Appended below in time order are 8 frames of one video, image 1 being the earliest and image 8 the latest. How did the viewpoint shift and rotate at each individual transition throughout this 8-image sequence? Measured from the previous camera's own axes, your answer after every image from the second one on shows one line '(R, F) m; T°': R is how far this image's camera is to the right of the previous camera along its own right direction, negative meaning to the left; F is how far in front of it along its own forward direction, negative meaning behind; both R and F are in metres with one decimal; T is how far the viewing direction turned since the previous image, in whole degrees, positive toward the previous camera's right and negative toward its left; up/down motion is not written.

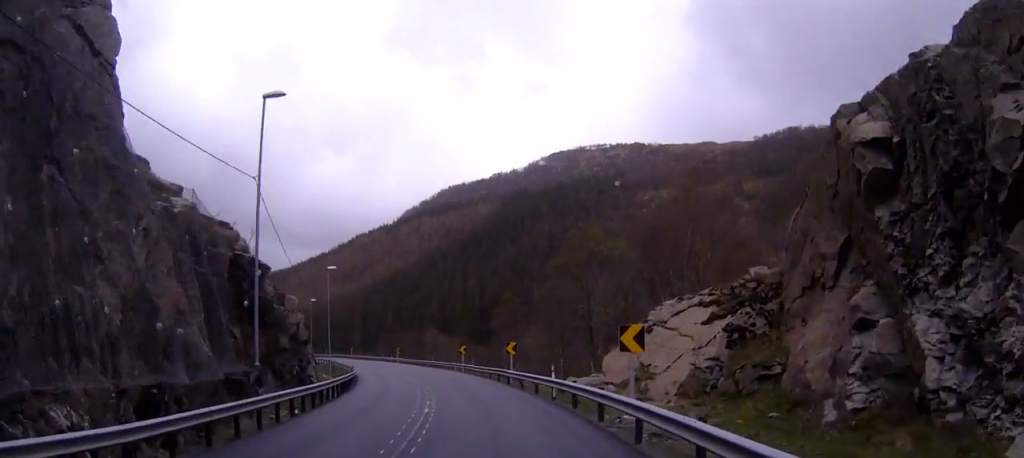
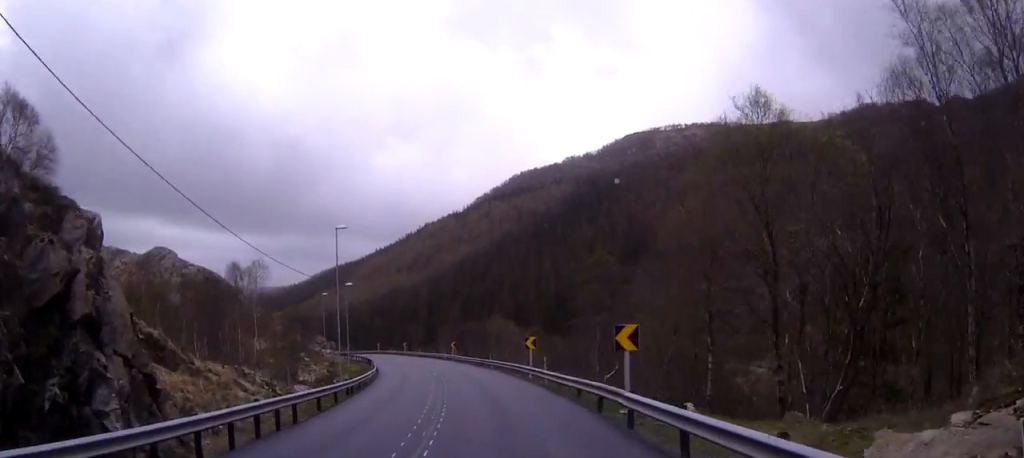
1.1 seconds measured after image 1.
(-1.1, +22.4) m; -5°
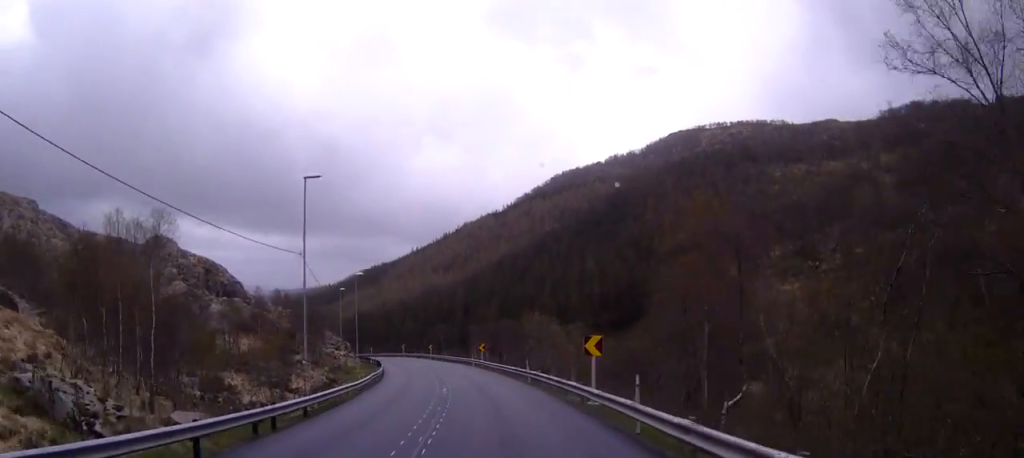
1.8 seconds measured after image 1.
(-0.5, +16.1) m; -3°
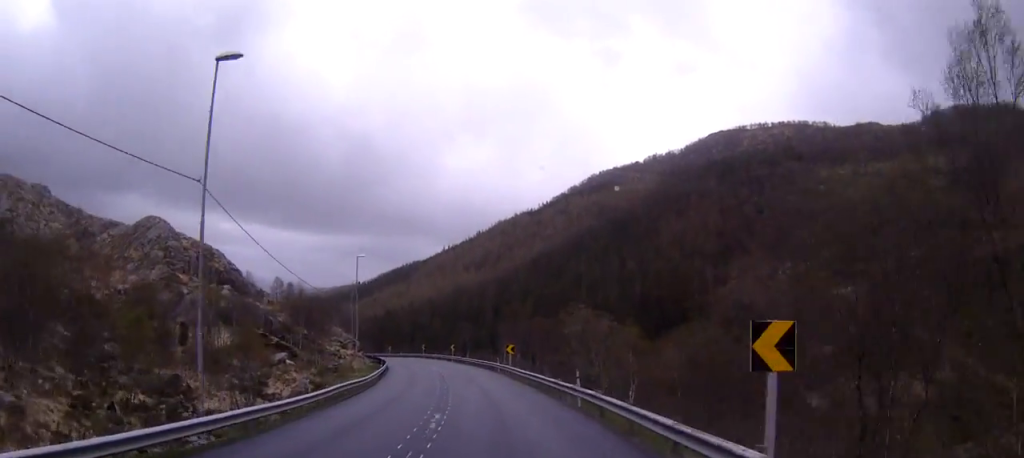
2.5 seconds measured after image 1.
(+0.1, +14.8) m; -4°
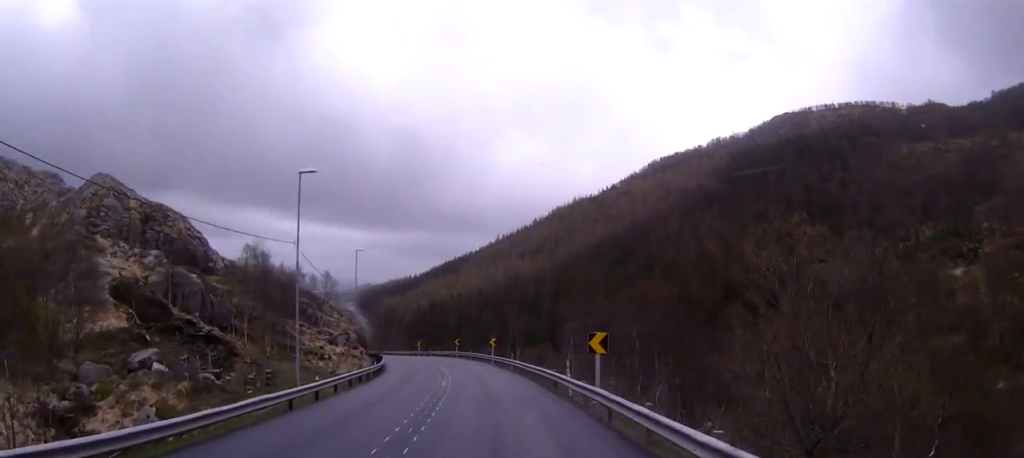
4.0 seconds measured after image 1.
(-2.7, +30.4) m; -7°
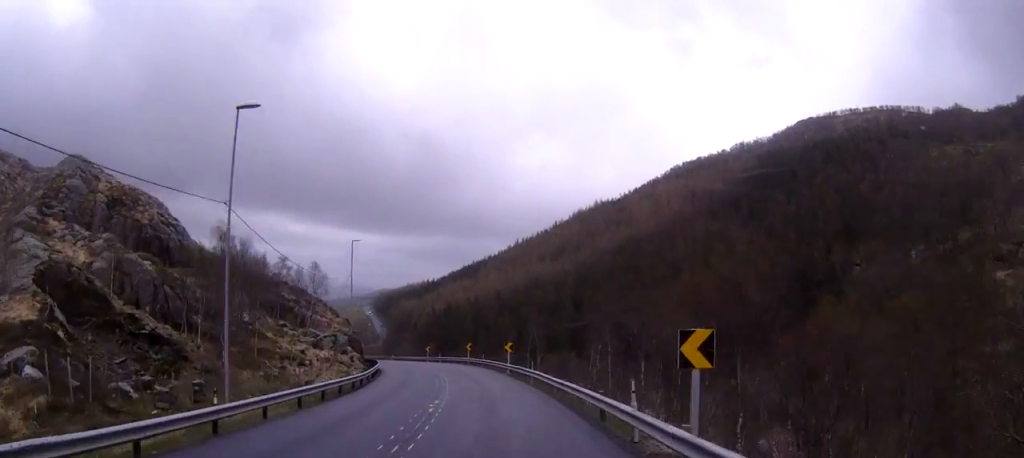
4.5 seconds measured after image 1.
(0.0, +10.7) m; 0°
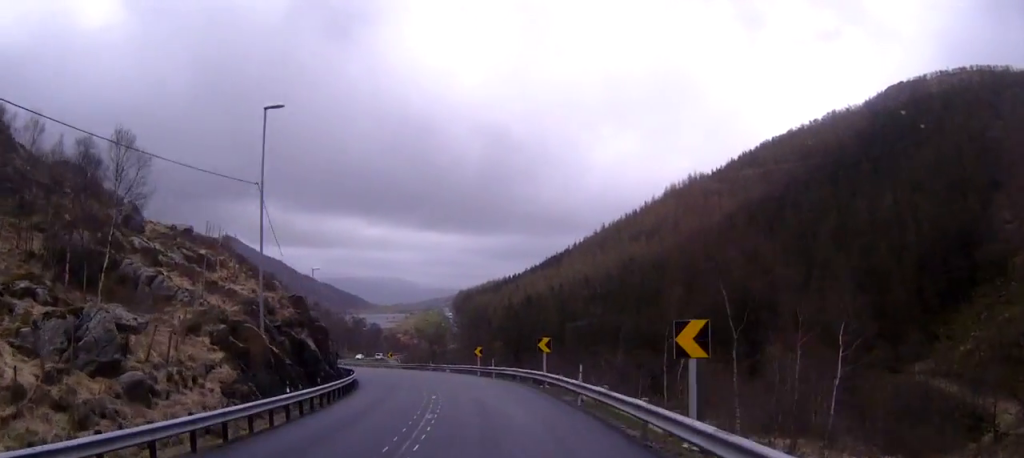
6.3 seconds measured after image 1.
(-2.4, +40.0) m; -8°
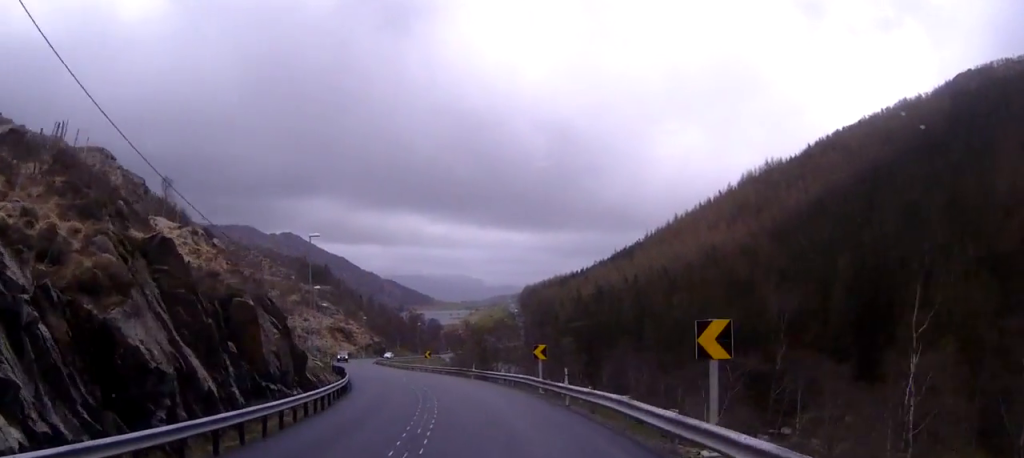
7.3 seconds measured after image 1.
(-0.6, +21.7) m; -3°
